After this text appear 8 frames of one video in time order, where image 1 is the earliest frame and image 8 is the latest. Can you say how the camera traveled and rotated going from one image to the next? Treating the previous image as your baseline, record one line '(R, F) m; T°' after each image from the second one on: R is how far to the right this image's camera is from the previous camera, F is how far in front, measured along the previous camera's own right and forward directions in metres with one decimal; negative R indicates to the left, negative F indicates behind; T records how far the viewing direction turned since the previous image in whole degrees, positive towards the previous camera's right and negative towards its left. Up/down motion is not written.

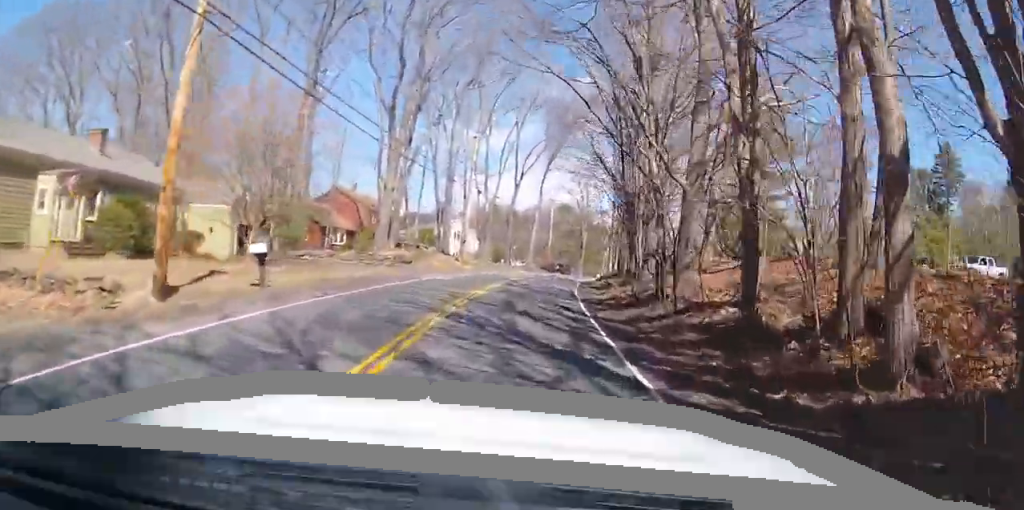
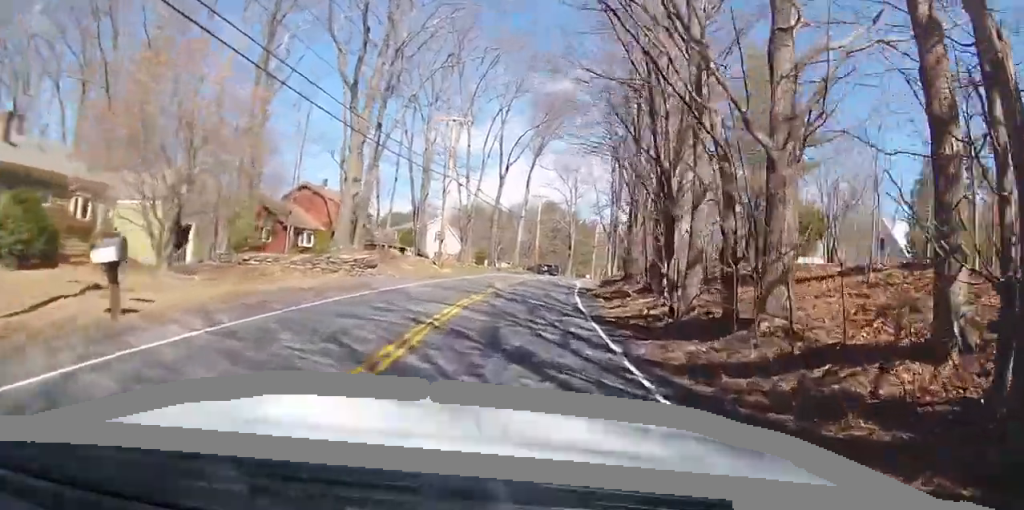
(-0.6, +6.4) m; -1°
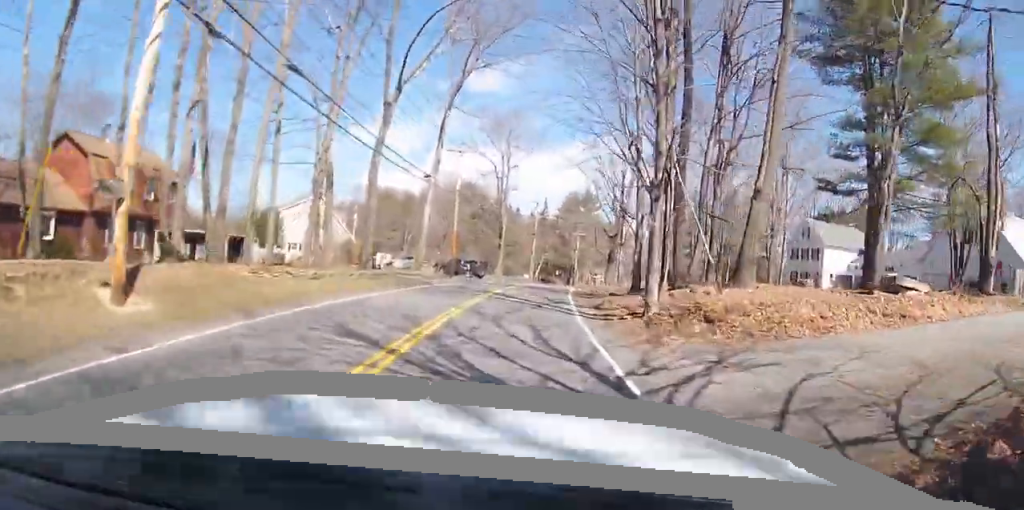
(+0.6, +29.0) m; +4°
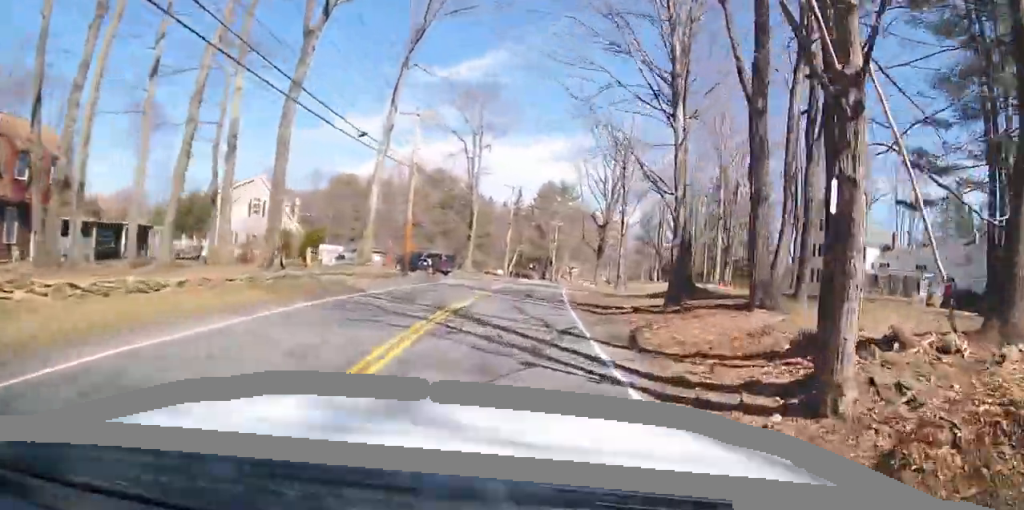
(+0.1, +10.2) m; +3°
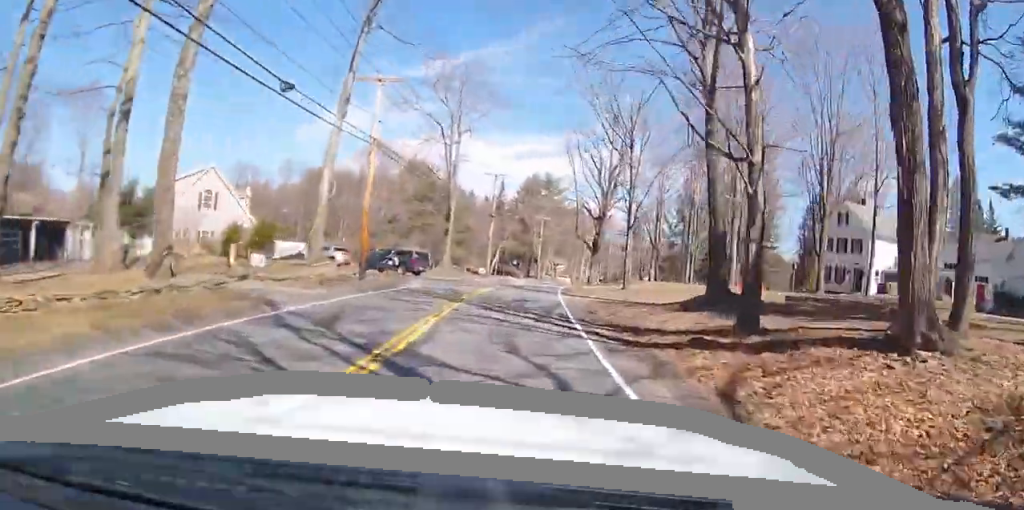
(+0.3, +6.9) m; +3°
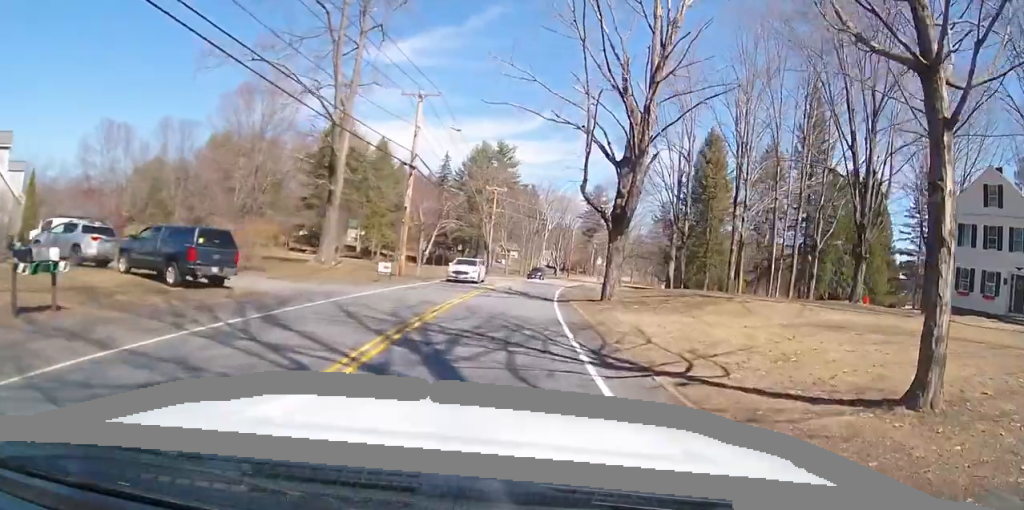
(+1.8, +25.4) m; +6°
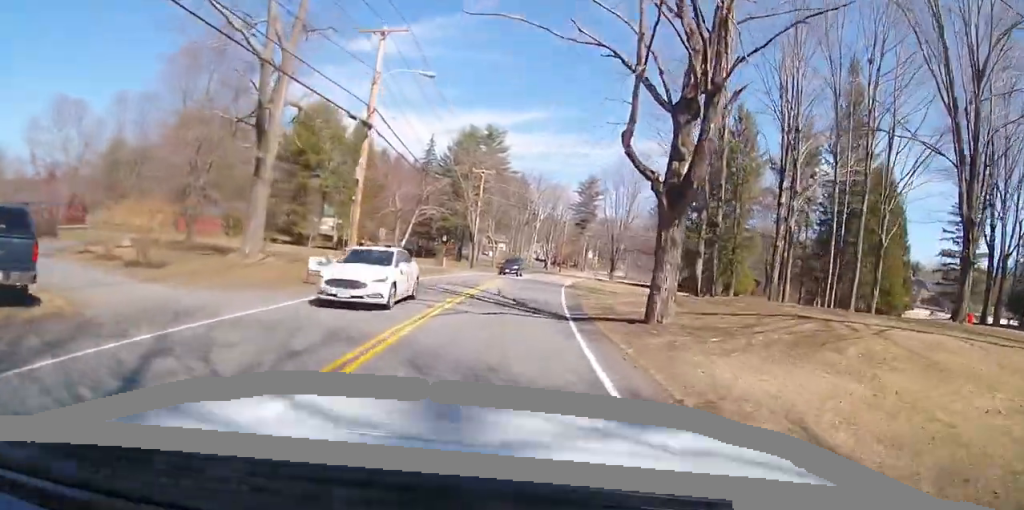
(+0.1, +8.5) m; +1°
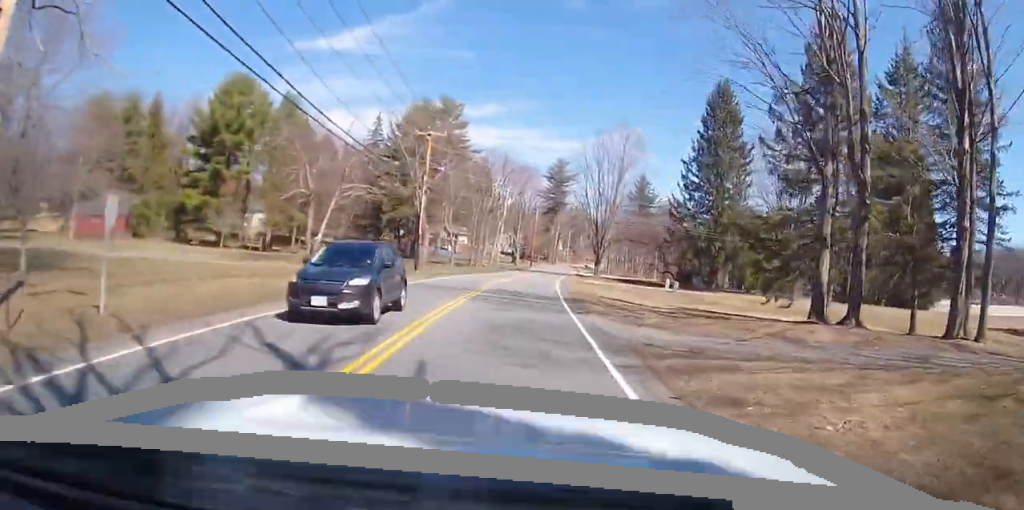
(+0.5, +17.2) m; +5°
